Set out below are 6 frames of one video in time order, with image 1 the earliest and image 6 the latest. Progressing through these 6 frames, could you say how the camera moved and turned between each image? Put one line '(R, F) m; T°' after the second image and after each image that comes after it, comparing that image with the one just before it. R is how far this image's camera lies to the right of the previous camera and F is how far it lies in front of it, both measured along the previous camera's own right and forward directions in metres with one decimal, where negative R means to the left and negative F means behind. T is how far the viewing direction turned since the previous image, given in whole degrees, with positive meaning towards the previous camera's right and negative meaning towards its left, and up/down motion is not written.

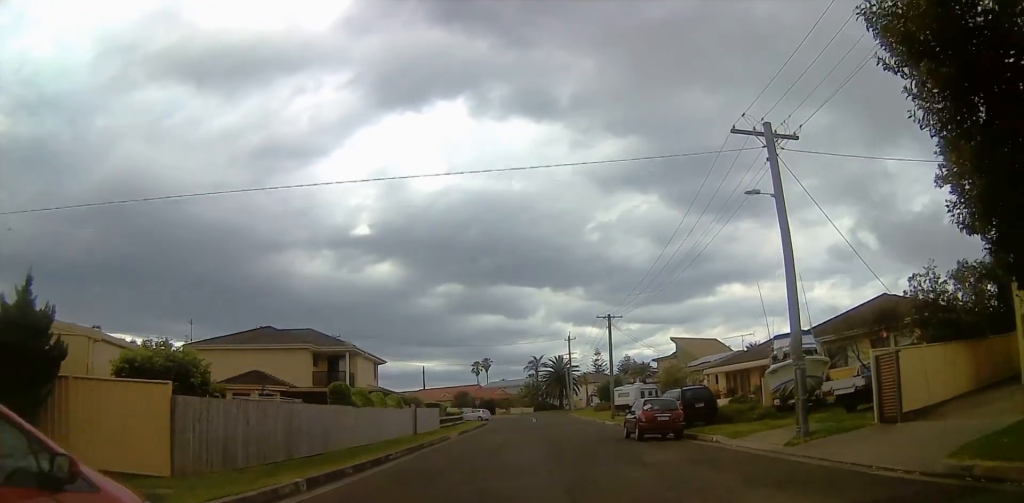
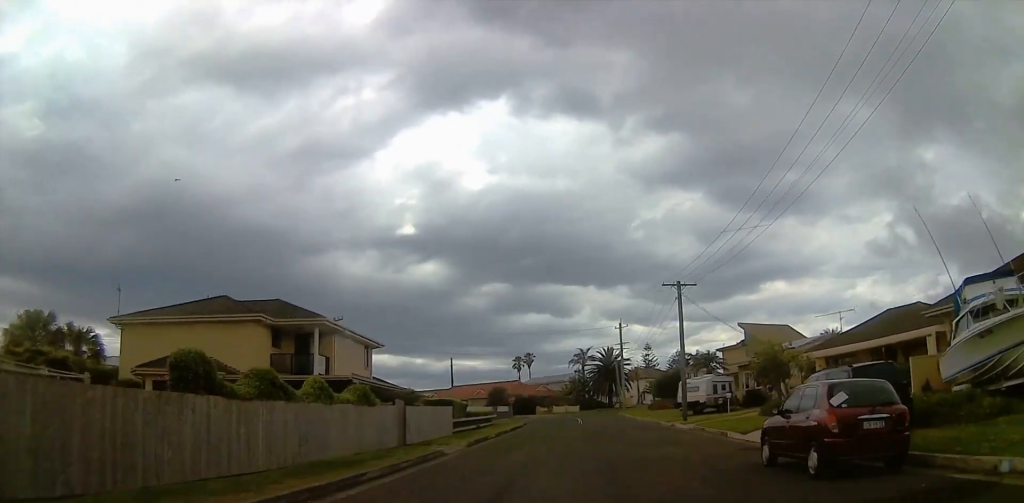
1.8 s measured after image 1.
(+0.2, +11.8) m; -1°
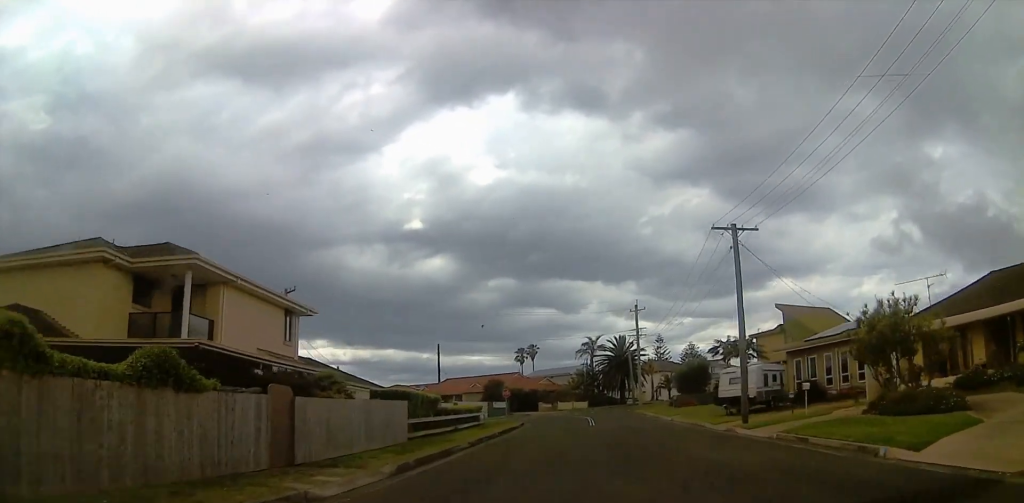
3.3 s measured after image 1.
(-0.2, +11.1) m; -2°
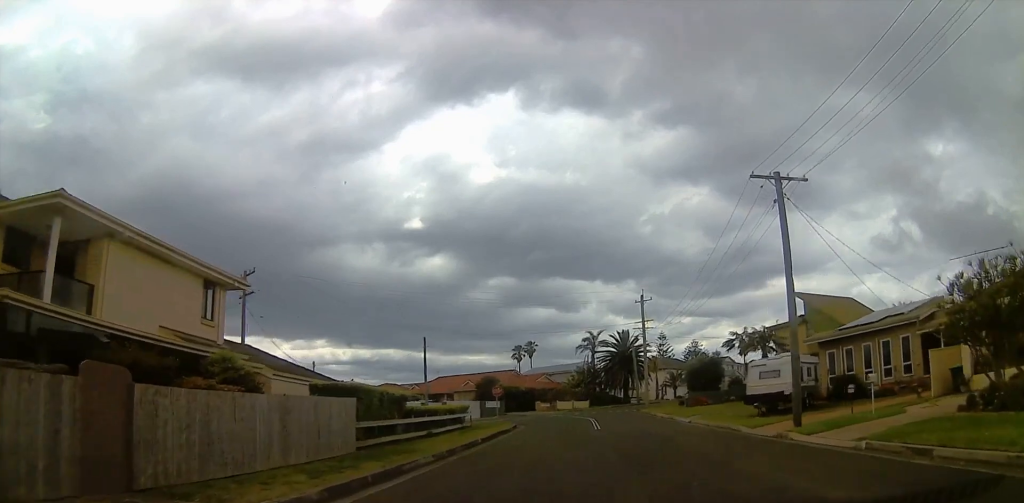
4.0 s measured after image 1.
(-0.1, +6.2) m; -5°
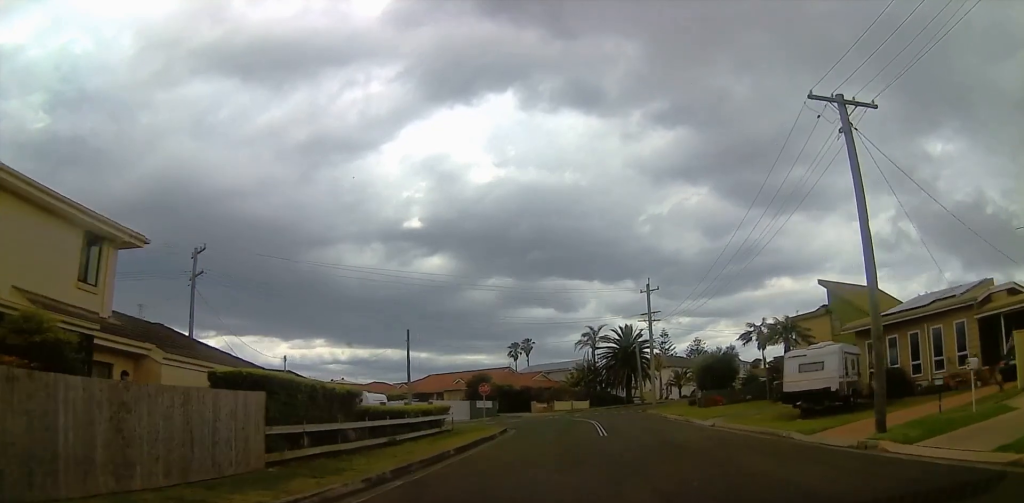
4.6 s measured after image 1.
(-0.2, +5.7) m; -3°
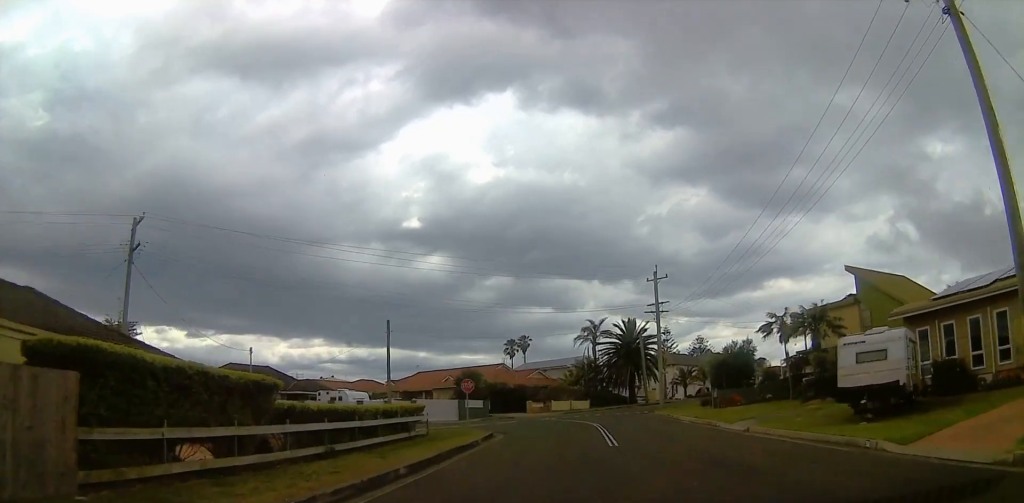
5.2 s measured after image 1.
(-0.8, +5.5) m; +1°
